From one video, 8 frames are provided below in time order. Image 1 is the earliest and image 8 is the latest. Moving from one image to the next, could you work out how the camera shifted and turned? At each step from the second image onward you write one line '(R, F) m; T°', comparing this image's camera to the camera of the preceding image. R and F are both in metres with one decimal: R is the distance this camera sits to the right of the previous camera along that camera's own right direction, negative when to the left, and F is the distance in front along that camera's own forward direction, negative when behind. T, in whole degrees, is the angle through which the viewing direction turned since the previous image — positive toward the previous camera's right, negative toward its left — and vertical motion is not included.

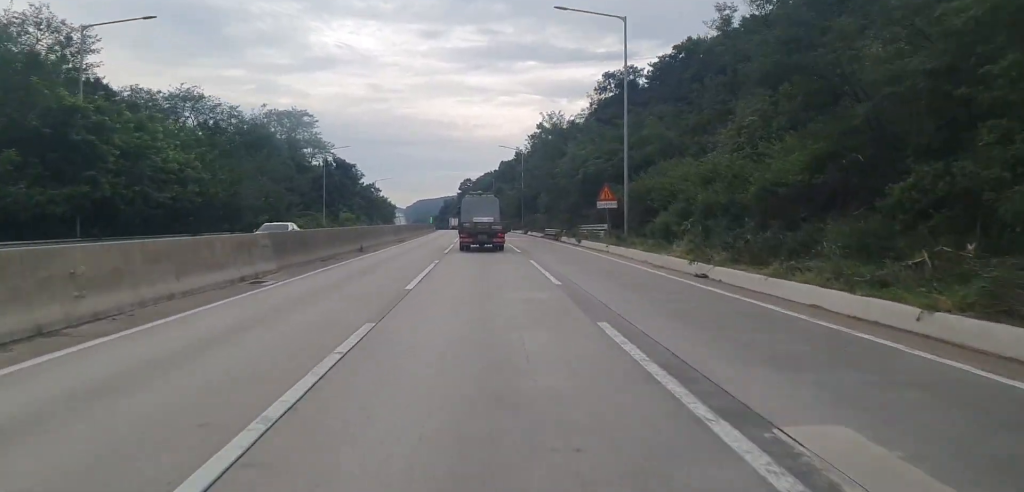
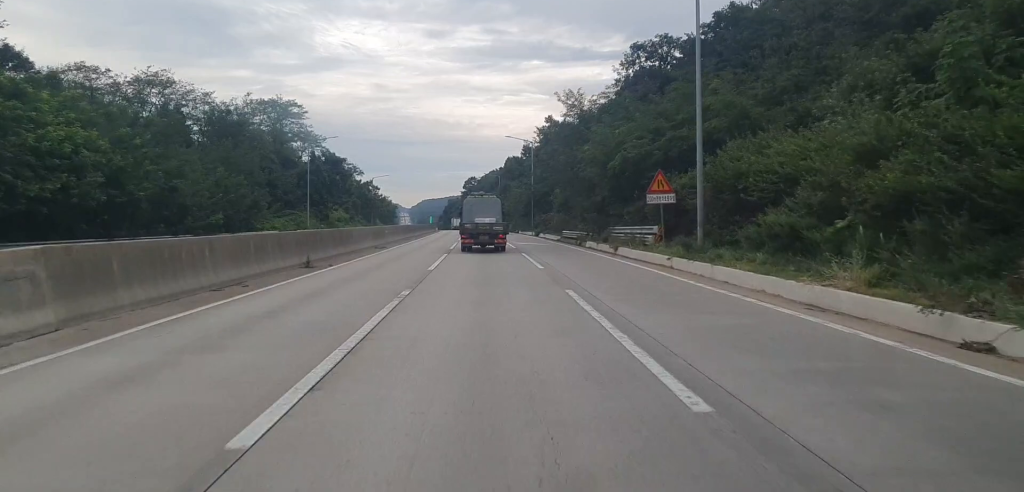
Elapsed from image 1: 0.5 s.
(+0.1, +12.9) m; 0°
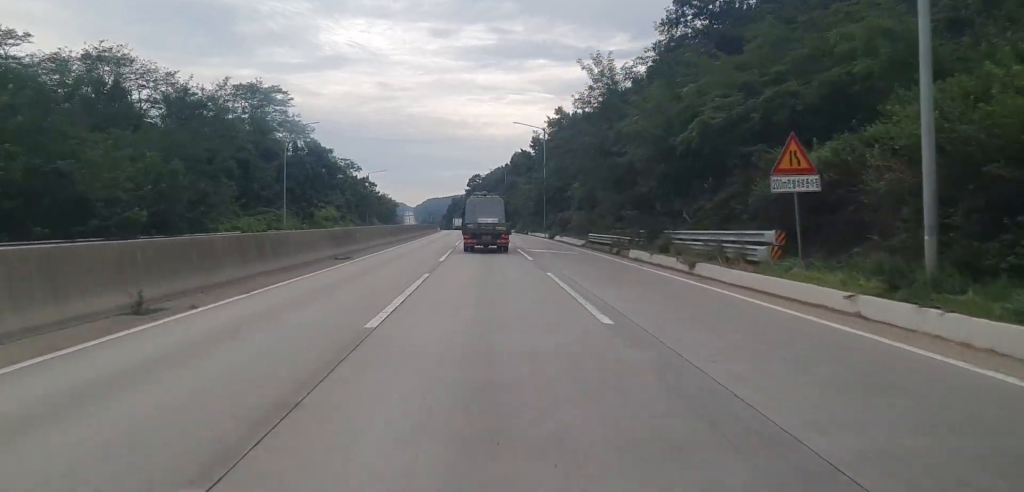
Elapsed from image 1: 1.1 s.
(0.0, +13.7) m; 0°
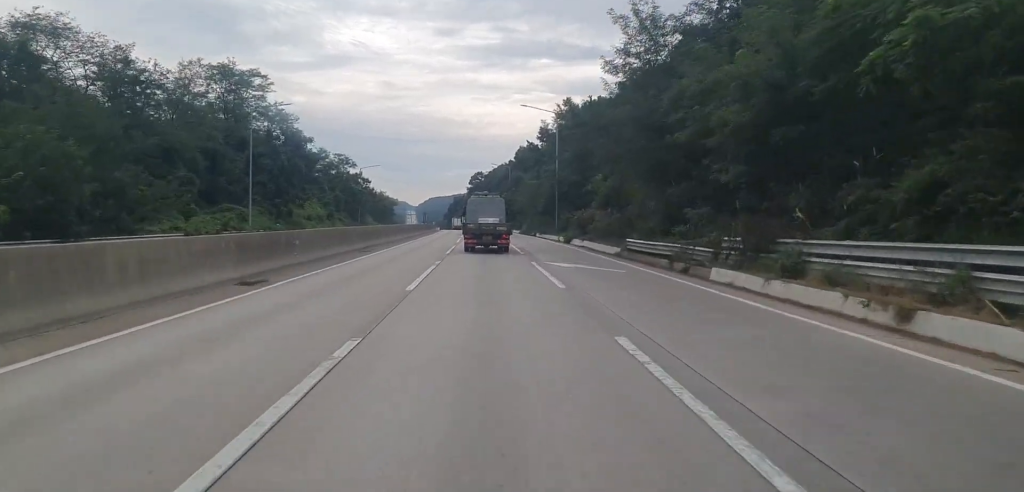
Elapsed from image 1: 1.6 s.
(0.0, +12.9) m; 0°
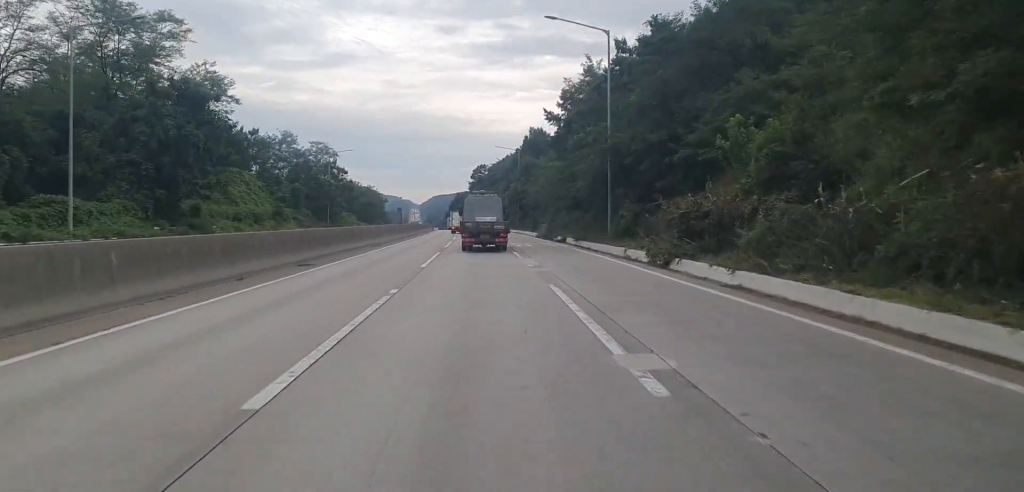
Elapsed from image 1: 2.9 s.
(-0.3, +30.7) m; -1°
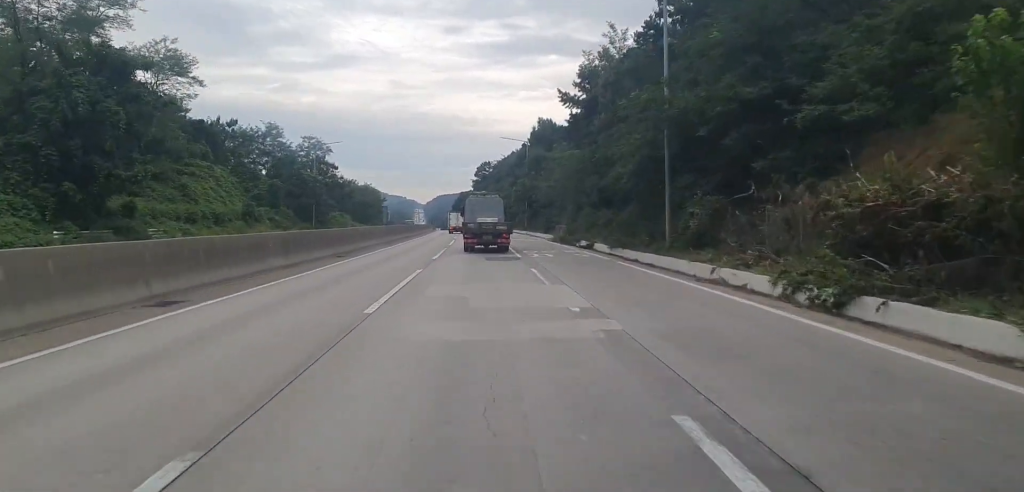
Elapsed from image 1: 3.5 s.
(0.0, +12.3) m; 0°
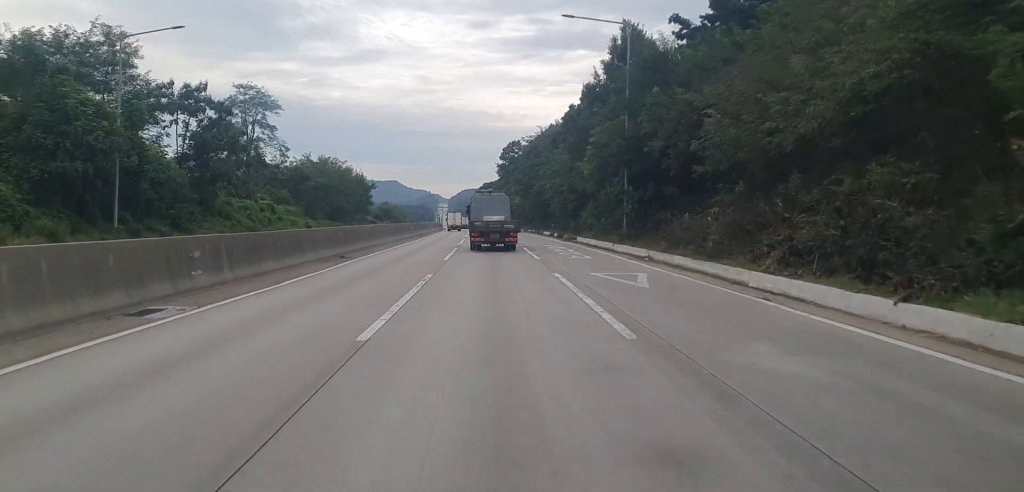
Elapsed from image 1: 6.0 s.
(-0.6, +56.0) m; -1°
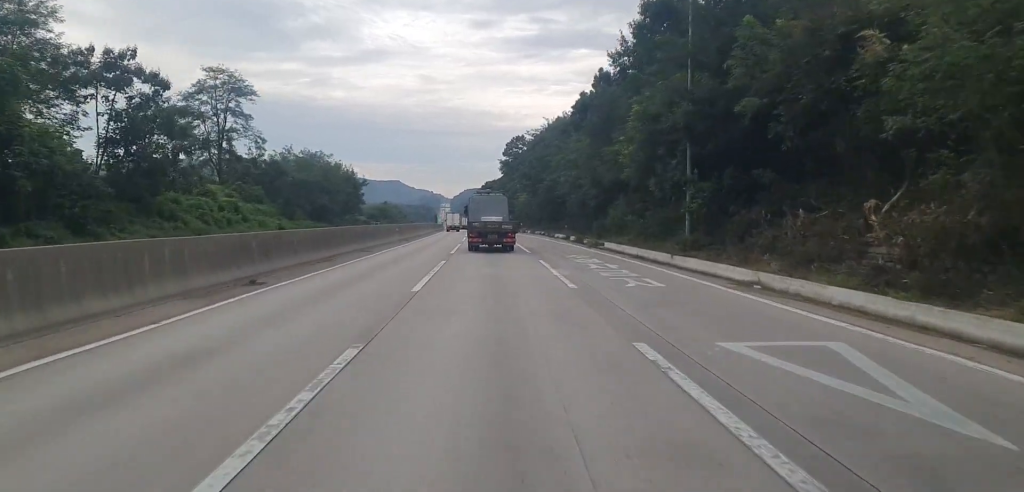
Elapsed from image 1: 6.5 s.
(0.0, +11.7) m; 0°
